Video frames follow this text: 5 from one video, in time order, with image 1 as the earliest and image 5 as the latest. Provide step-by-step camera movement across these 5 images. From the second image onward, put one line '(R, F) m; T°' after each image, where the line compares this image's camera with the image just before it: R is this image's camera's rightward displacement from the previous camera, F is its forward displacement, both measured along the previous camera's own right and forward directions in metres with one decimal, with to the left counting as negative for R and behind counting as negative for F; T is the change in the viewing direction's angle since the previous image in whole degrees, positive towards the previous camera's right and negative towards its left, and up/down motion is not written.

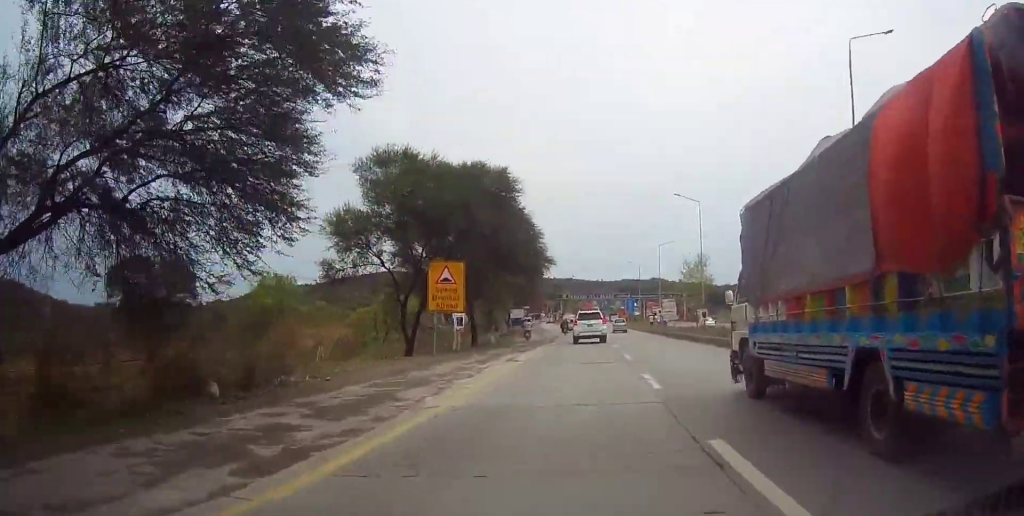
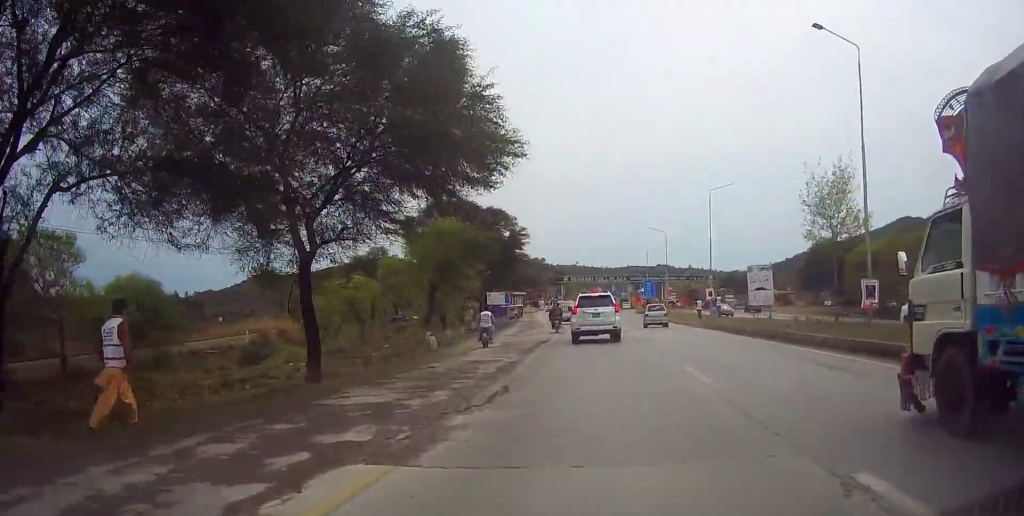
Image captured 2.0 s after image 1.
(-0.5, +27.4) m; -3°
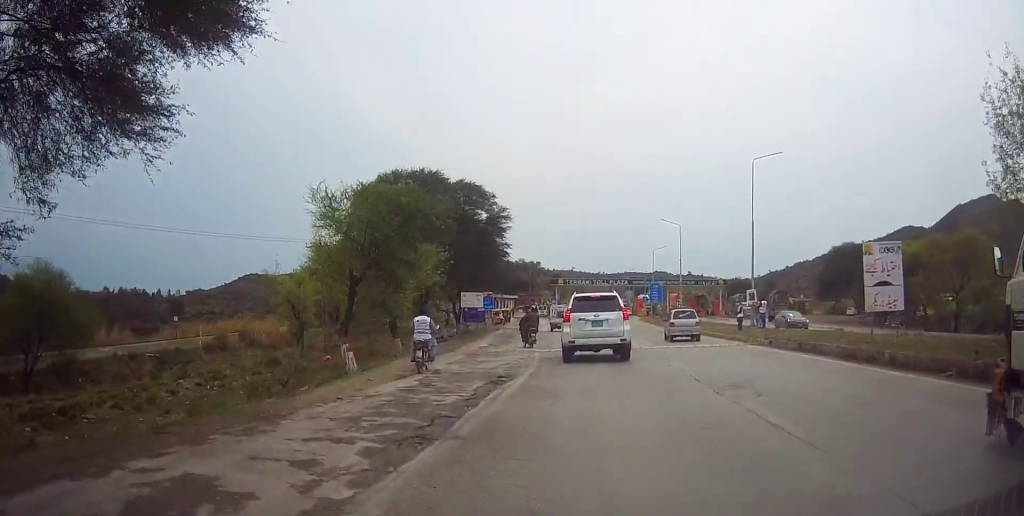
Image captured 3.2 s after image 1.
(0.0, +12.4) m; +2°
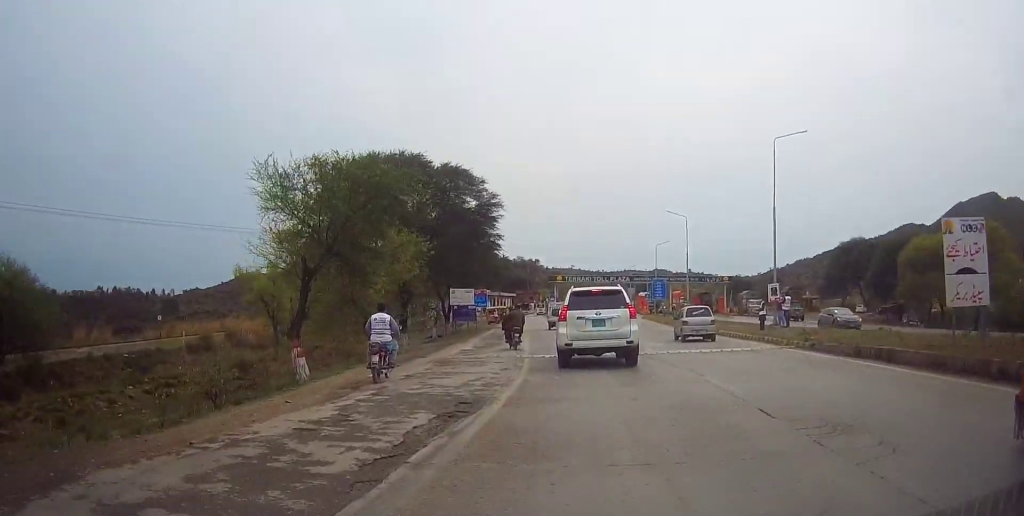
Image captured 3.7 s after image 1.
(+0.1, +4.1) m; 0°
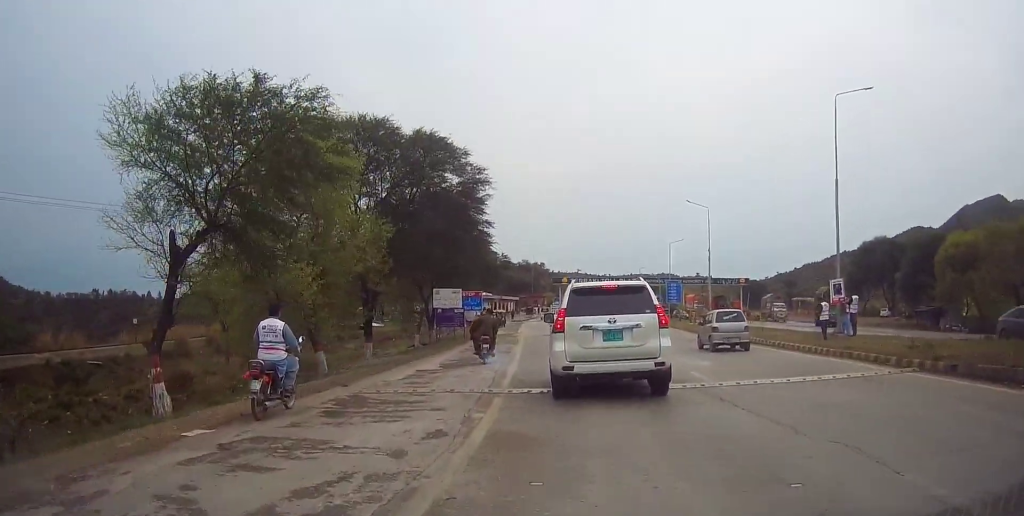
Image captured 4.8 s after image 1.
(0.0, +7.4) m; -3°
